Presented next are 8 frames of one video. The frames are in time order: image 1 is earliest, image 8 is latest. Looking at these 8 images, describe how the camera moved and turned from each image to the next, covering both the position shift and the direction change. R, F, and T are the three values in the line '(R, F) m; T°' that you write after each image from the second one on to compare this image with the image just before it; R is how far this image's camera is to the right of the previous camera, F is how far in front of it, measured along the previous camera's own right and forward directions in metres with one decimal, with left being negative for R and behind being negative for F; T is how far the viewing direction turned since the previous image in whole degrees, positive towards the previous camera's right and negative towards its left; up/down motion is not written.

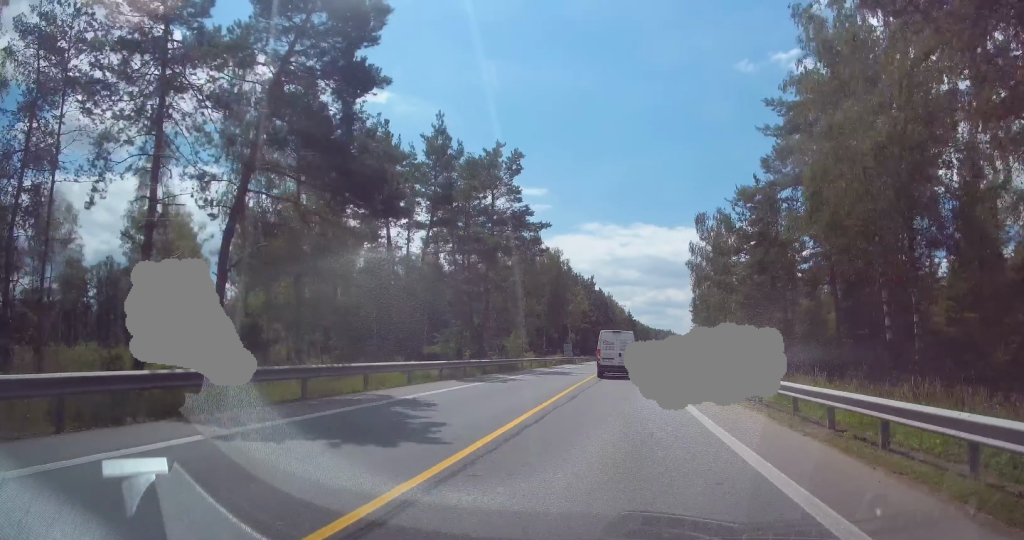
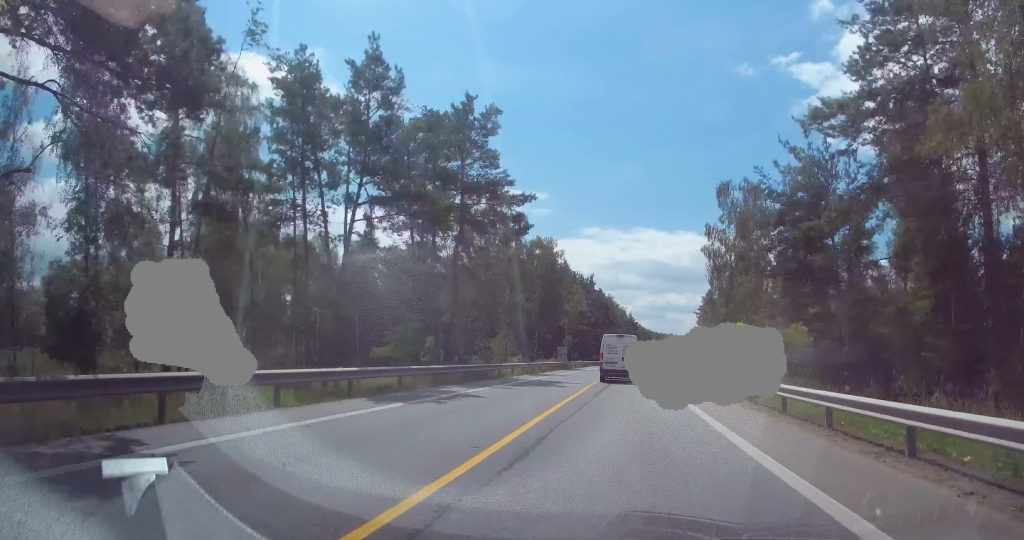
(-0.1, +9.6) m; 0°
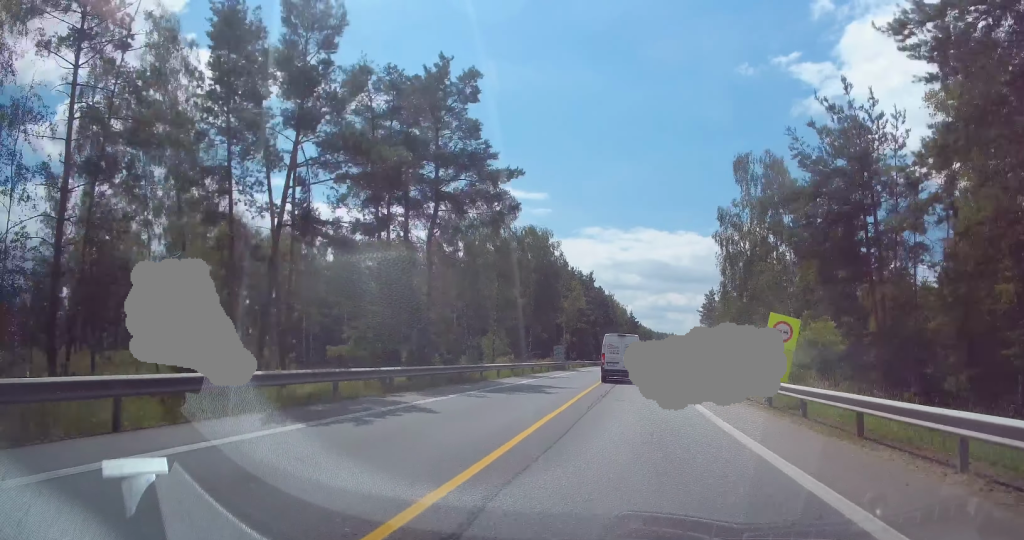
(0.0, +5.4) m; 0°
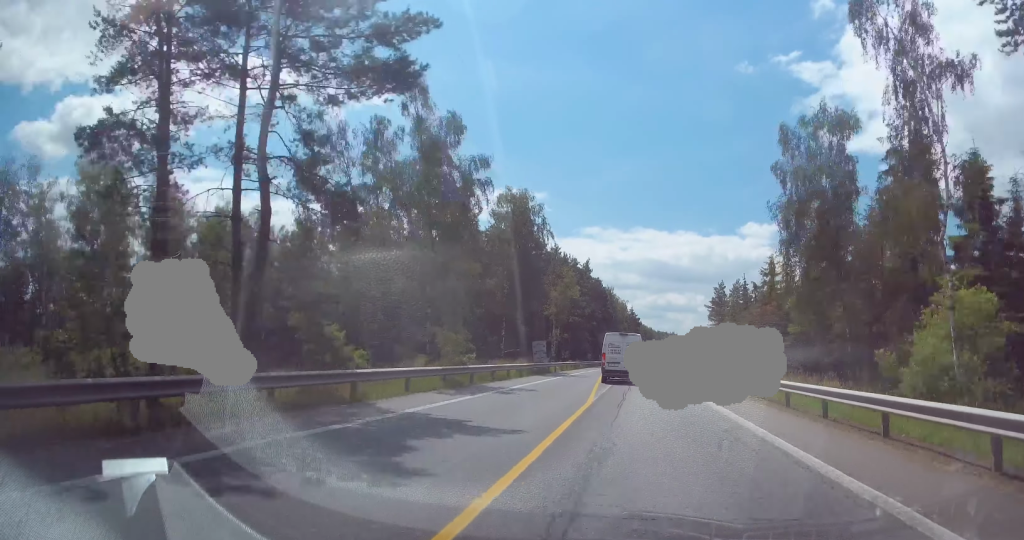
(+0.1, +16.3) m; 0°
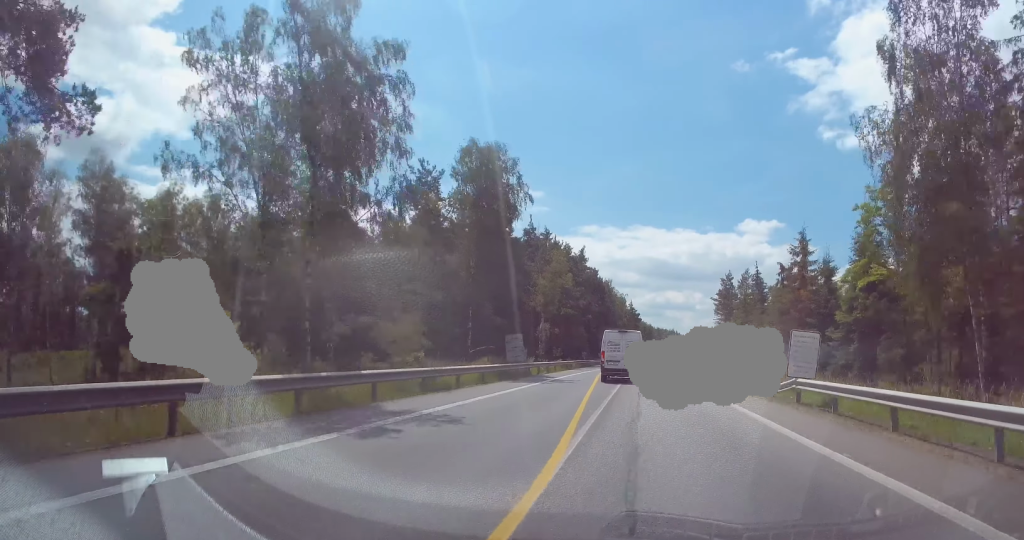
(0.0, +11.3) m; +1°
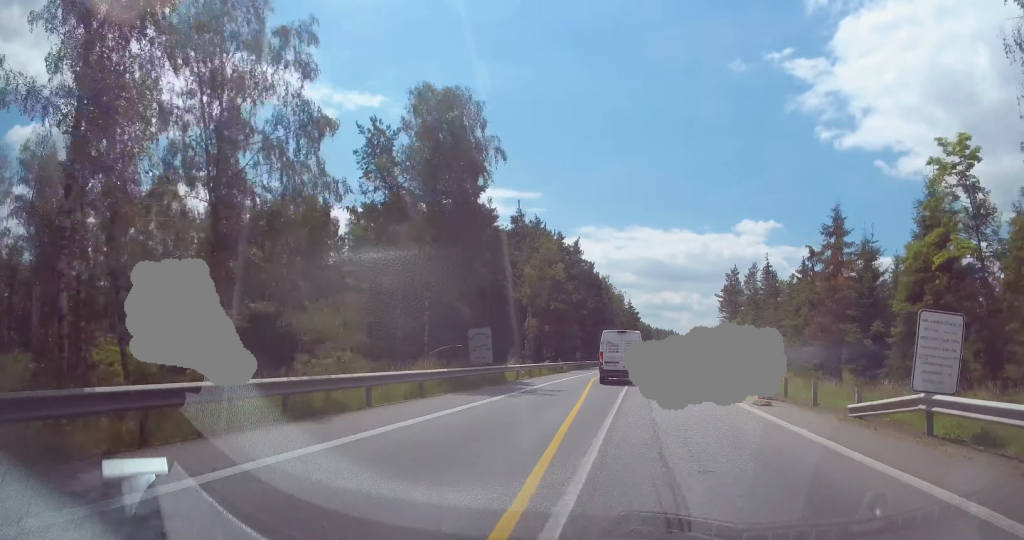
(0.0, +8.7) m; +1°
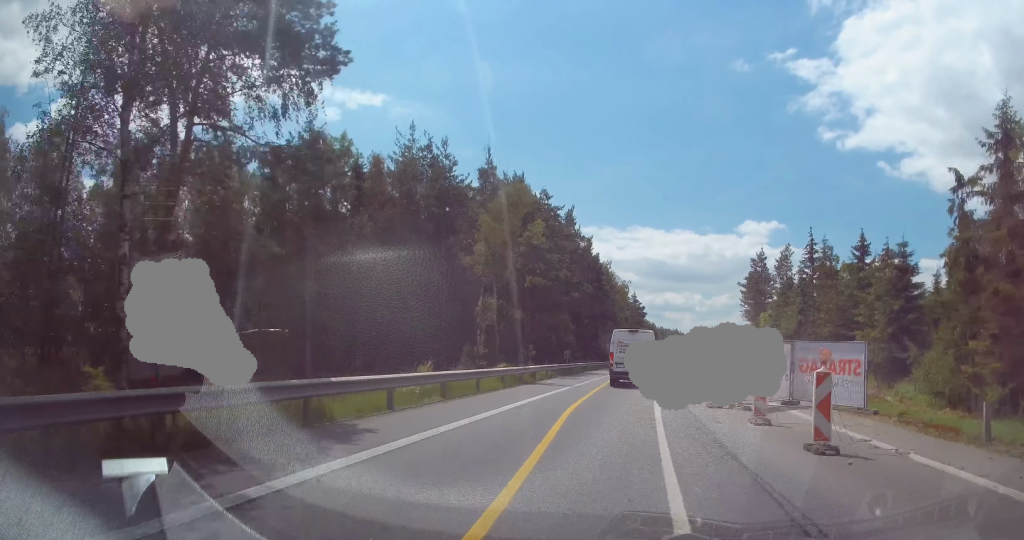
(-0.1, +21.0) m; 0°
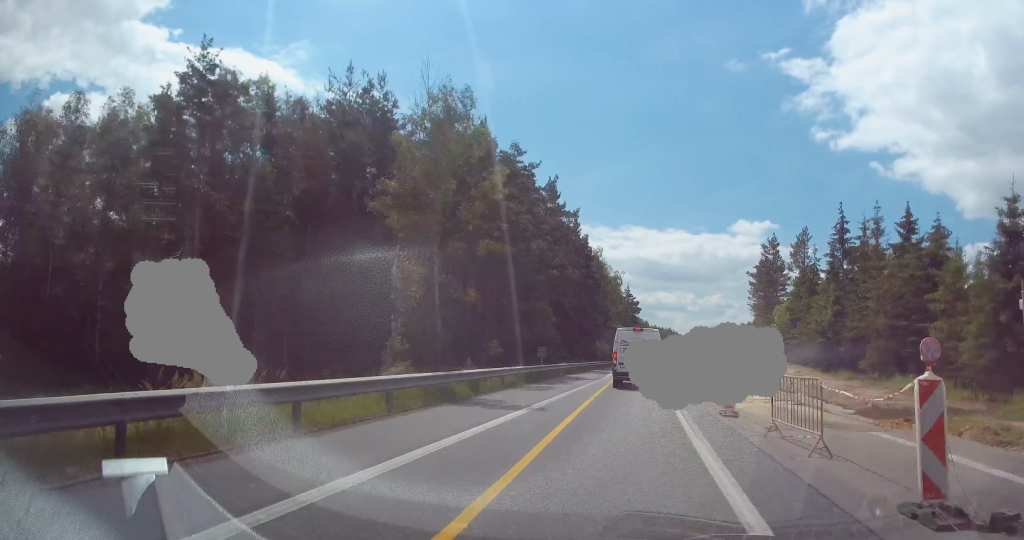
(+0.4, +12.7) m; +2°
